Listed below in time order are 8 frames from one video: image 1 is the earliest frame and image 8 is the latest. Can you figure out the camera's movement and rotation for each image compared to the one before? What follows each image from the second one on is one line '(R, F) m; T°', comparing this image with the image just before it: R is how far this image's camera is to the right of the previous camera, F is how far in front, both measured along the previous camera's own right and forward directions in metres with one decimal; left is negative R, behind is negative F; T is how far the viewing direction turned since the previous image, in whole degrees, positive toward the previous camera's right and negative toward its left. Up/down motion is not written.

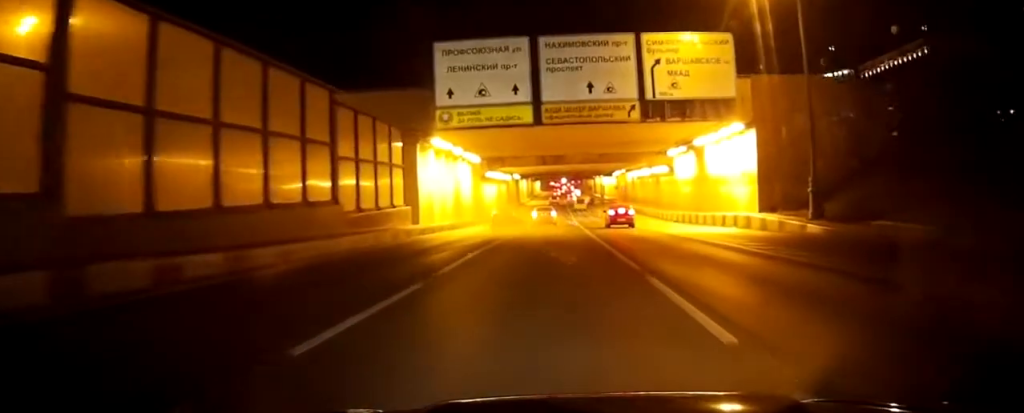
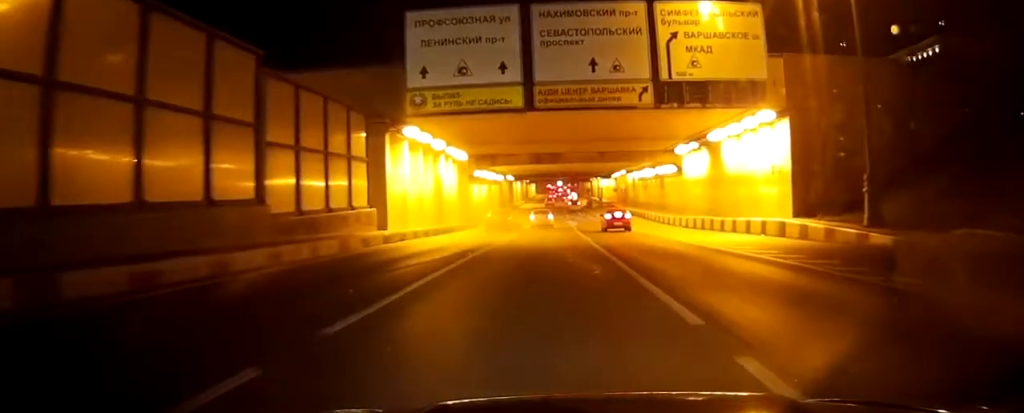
(0.0, +6.9) m; 0°
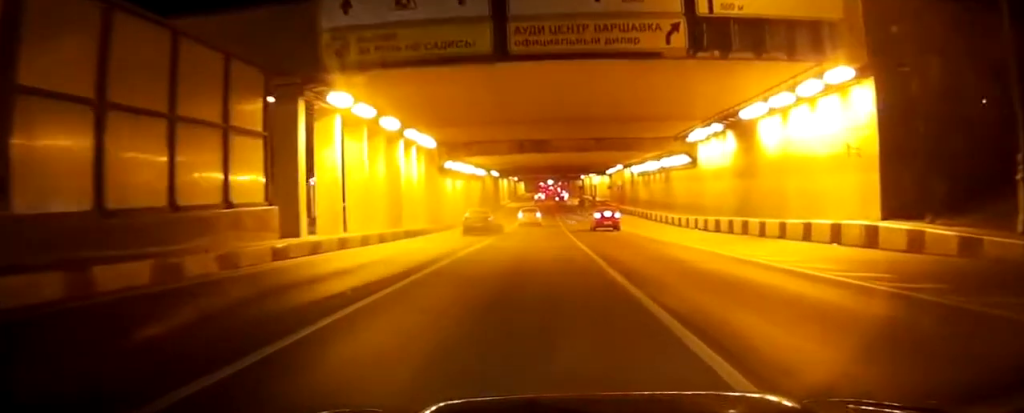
(+0.1, +11.0) m; +1°
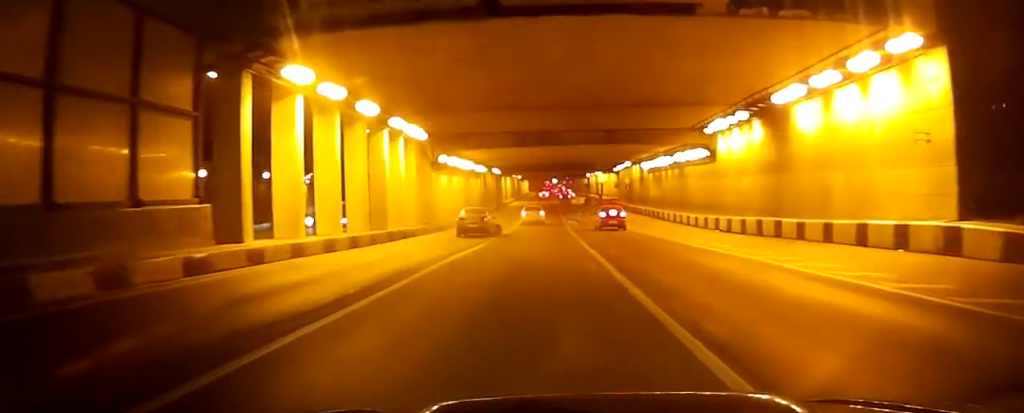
(0.0, +5.0) m; 0°
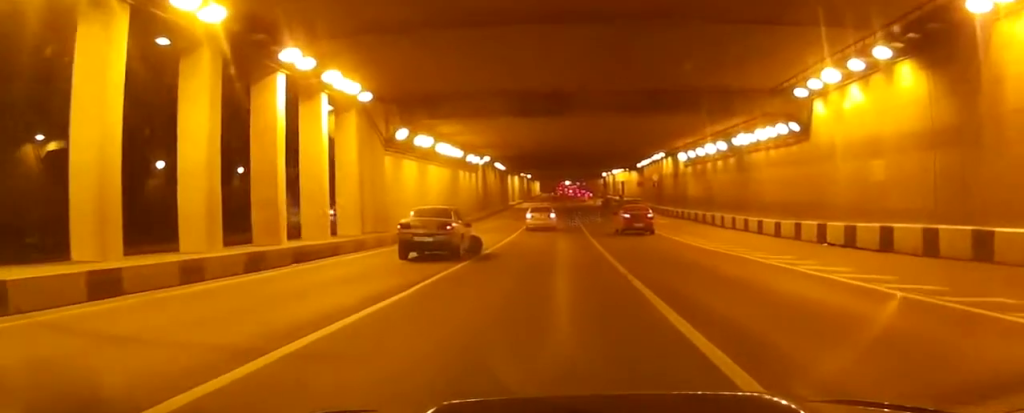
(-0.4, +14.9) m; -8°
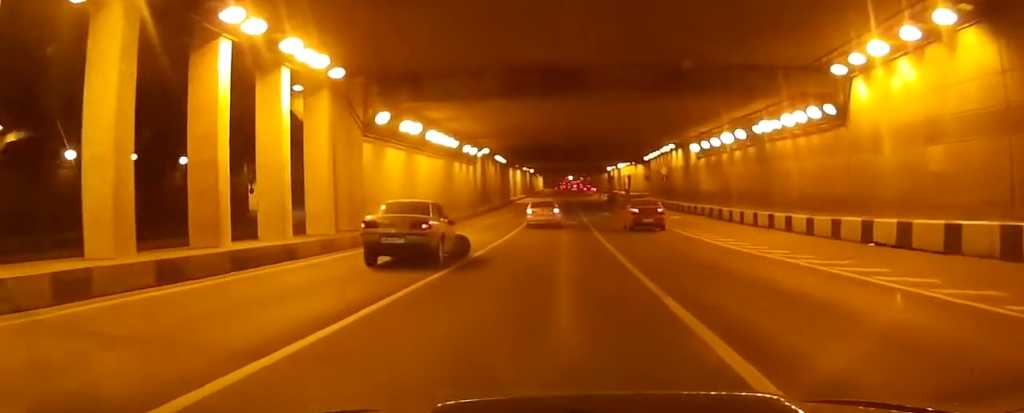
(-0.2, +3.5) m; -5°
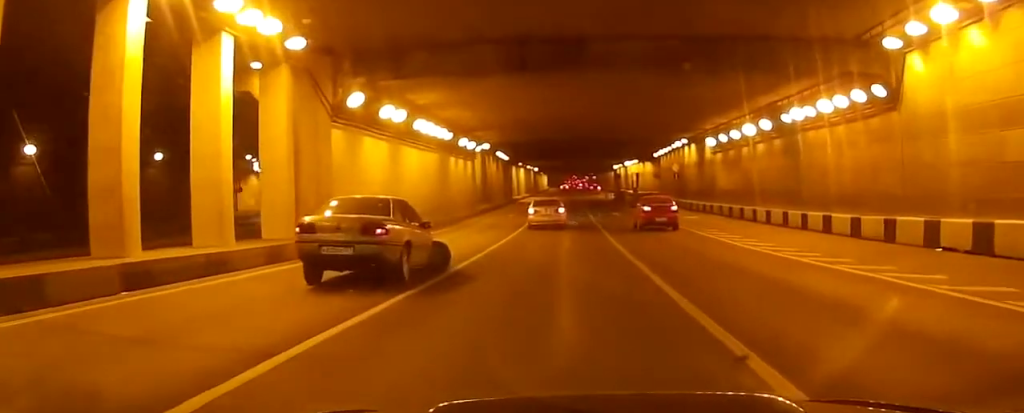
(-0.1, +3.4) m; -1°
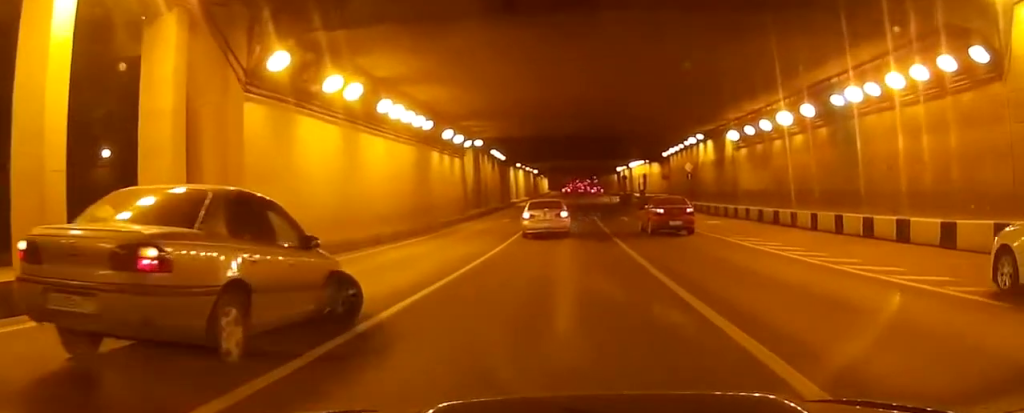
(0.0, +4.8) m; -1°
